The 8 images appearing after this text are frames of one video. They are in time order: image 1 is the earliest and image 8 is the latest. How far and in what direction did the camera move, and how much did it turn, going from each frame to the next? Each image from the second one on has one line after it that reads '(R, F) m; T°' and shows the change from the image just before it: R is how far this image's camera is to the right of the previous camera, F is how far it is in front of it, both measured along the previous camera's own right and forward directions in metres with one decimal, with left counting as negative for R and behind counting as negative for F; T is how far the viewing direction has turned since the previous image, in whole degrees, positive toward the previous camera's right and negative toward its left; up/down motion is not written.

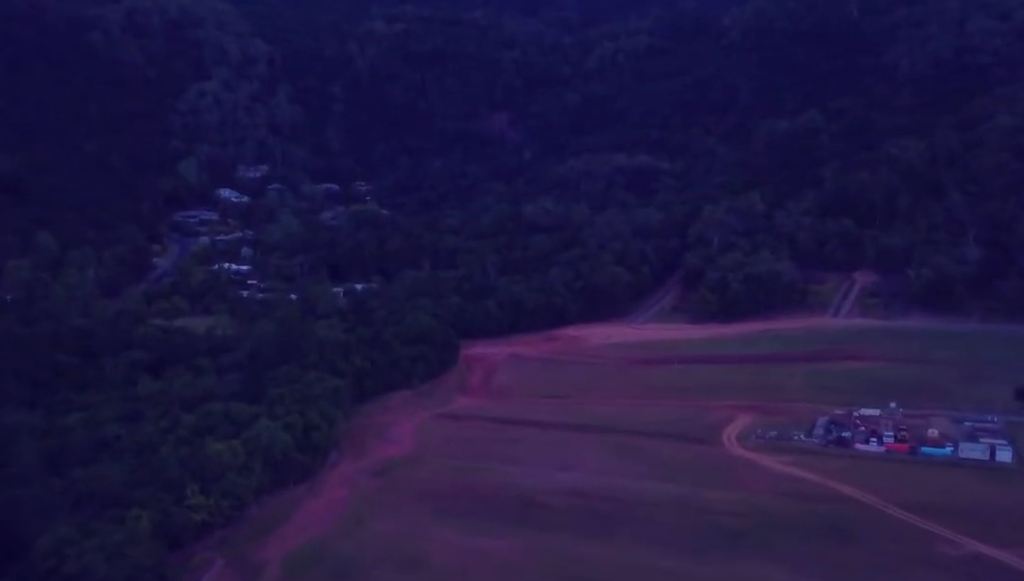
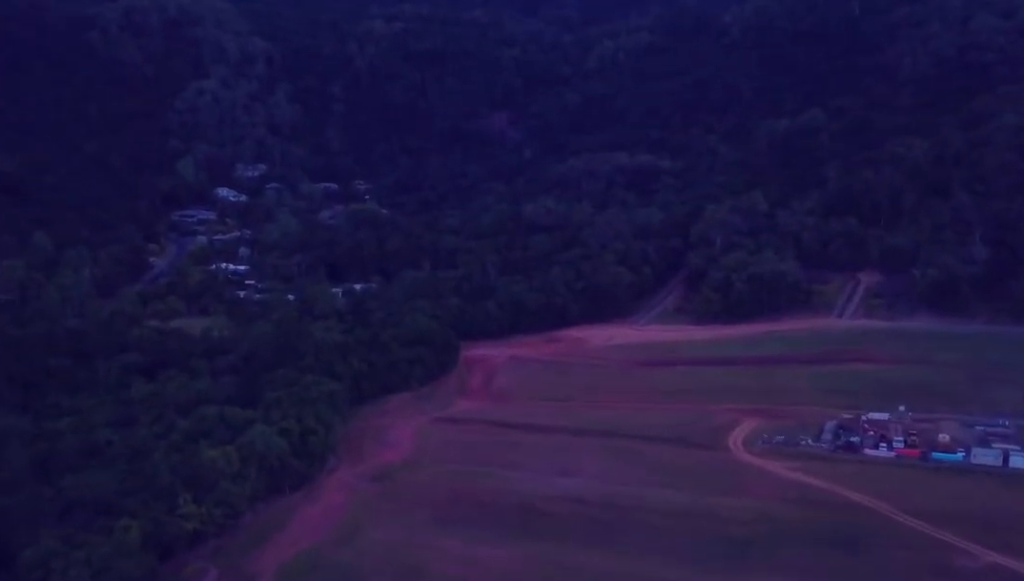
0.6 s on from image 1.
(0.0, +3.8) m; 0°
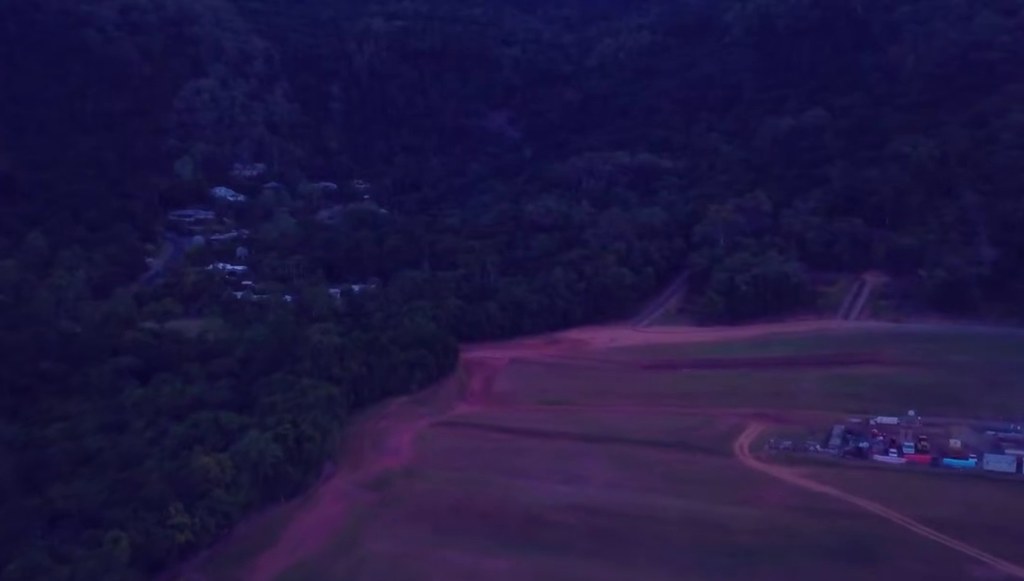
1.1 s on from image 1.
(0.0, +3.8) m; 0°
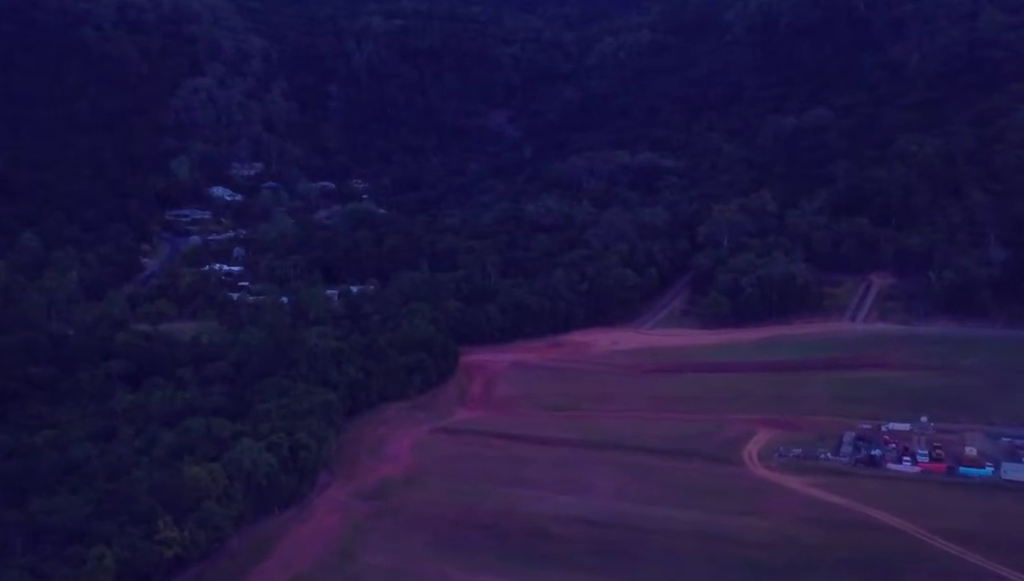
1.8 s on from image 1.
(0.0, +4.9) m; 0°
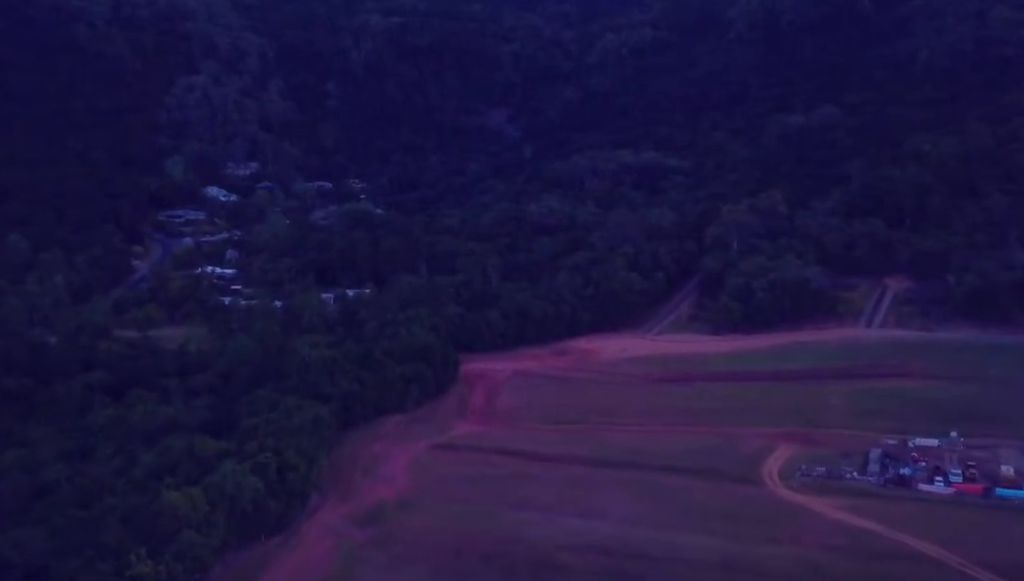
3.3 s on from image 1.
(0.0, +10.0) m; 0°
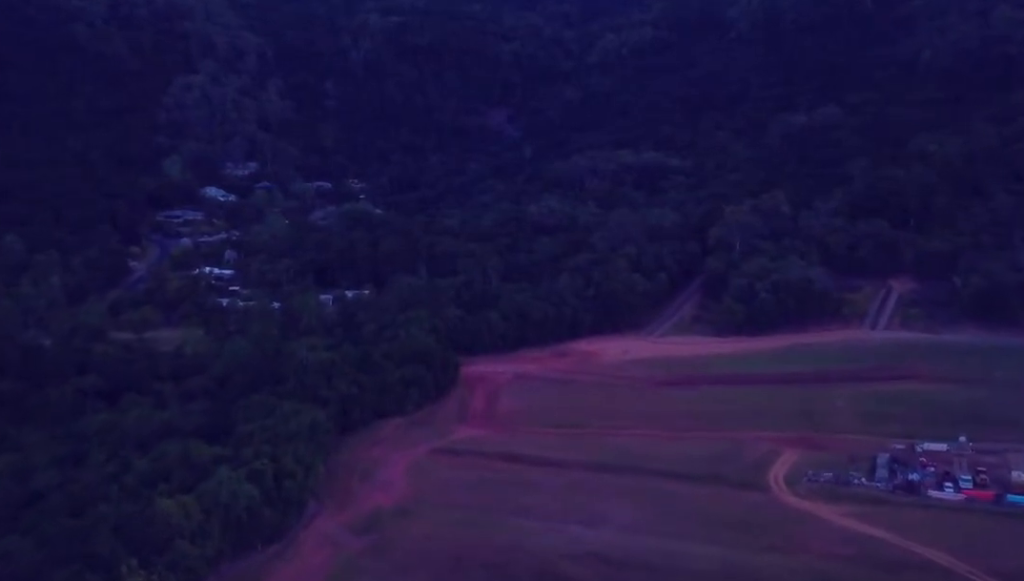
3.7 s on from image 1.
(0.0, +2.7) m; 0°
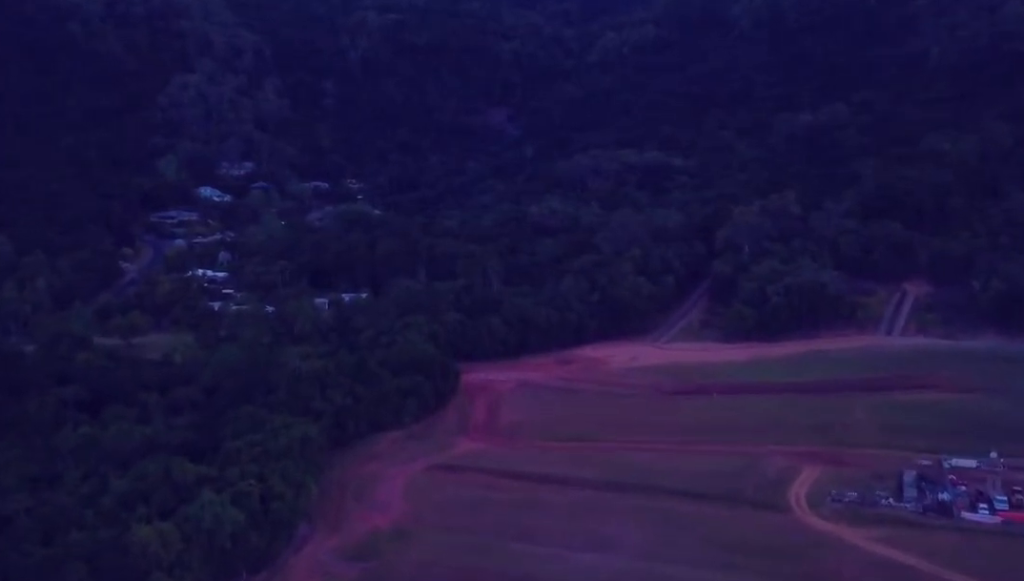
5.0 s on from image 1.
(0.0, +8.9) m; 0°
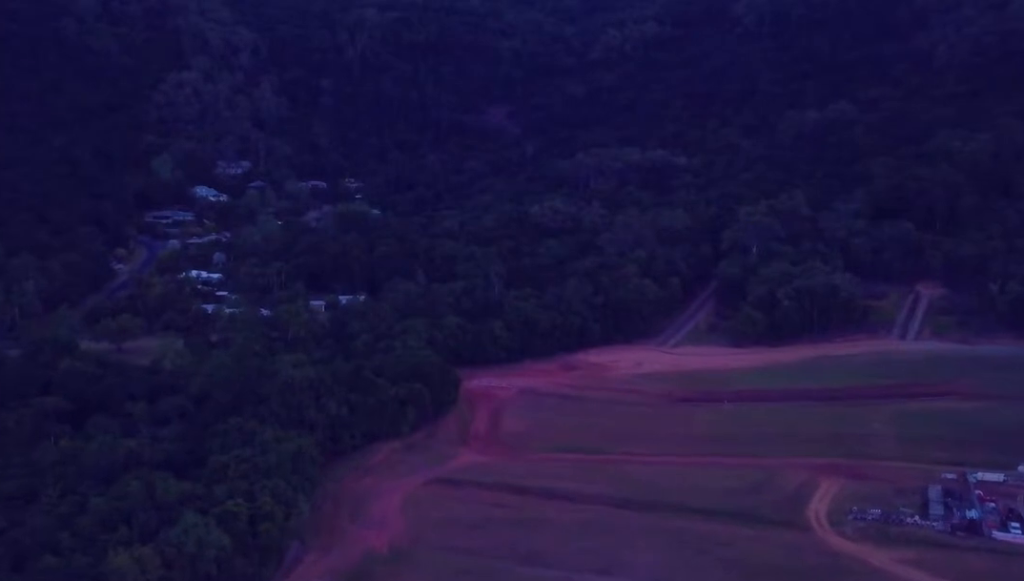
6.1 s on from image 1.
(0.0, +7.3) m; 0°
